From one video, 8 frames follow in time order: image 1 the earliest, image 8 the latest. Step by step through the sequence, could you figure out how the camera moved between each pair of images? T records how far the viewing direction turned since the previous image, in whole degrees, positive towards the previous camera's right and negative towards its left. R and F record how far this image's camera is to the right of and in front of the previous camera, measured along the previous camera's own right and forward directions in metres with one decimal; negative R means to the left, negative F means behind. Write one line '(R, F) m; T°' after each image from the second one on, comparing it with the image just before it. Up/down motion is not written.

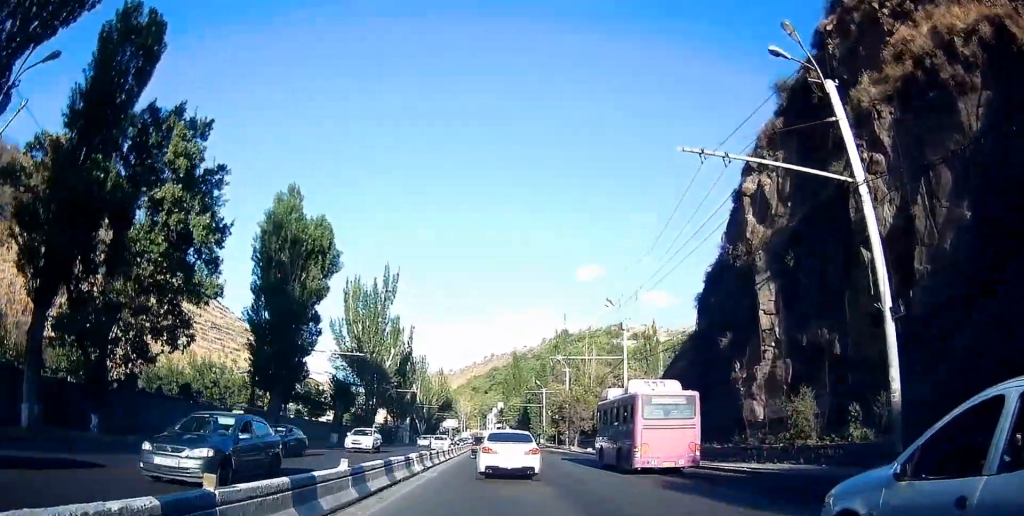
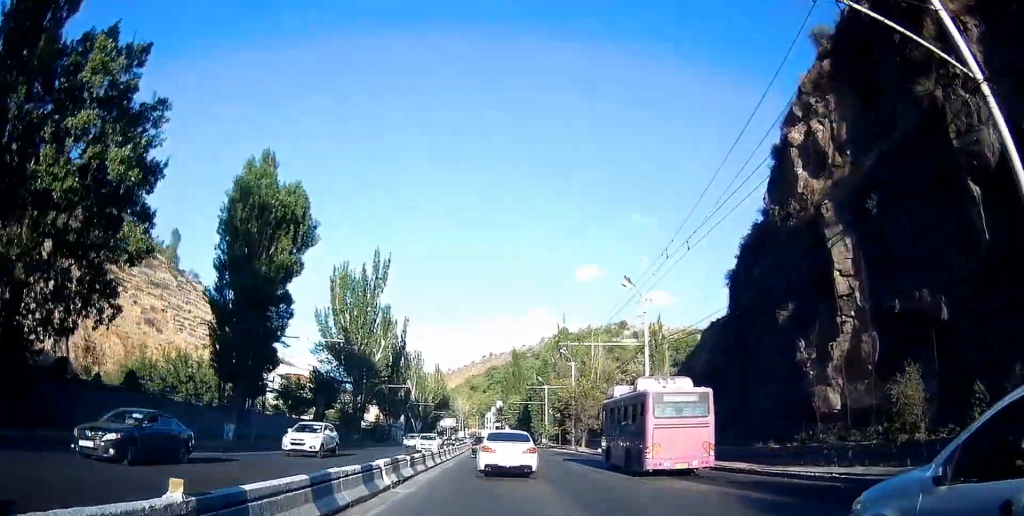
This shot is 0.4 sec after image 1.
(+0.1, +5.6) m; -1°
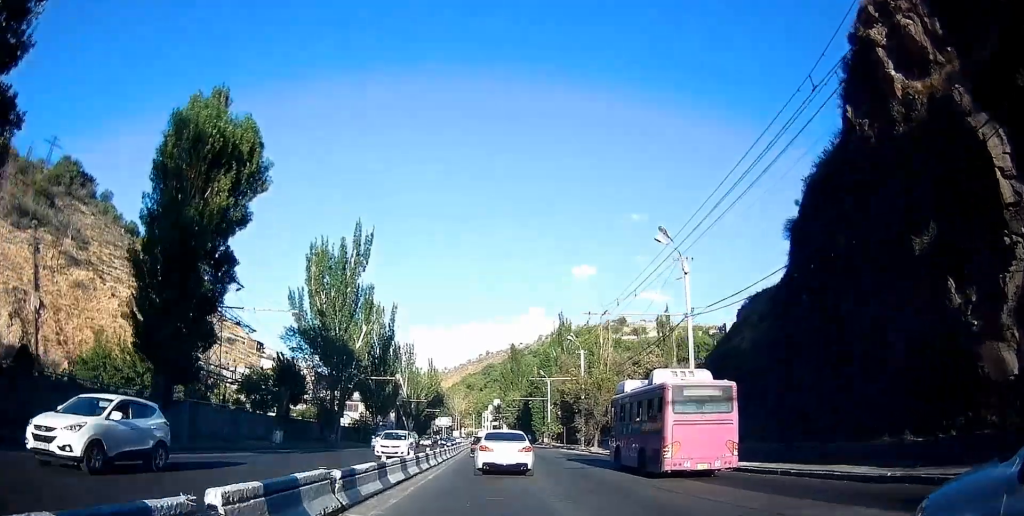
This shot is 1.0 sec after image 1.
(-0.3, +8.0) m; 0°
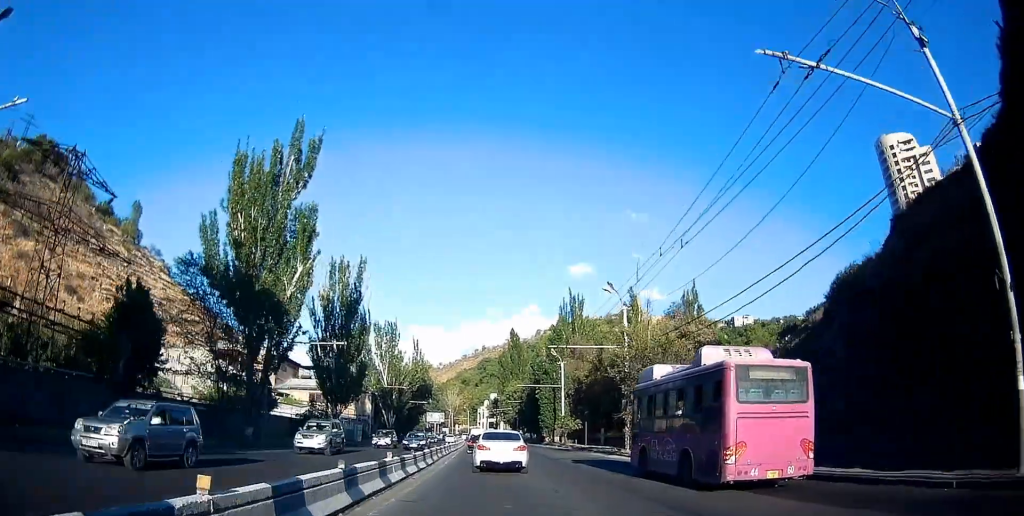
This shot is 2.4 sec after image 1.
(+0.2, +18.5) m; +1°
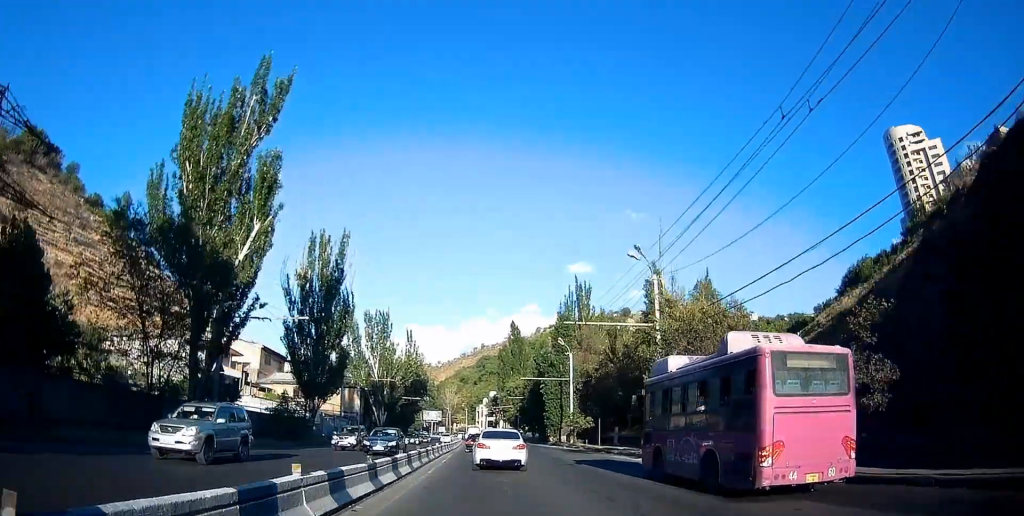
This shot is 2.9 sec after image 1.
(0.0, +7.3) m; +1°
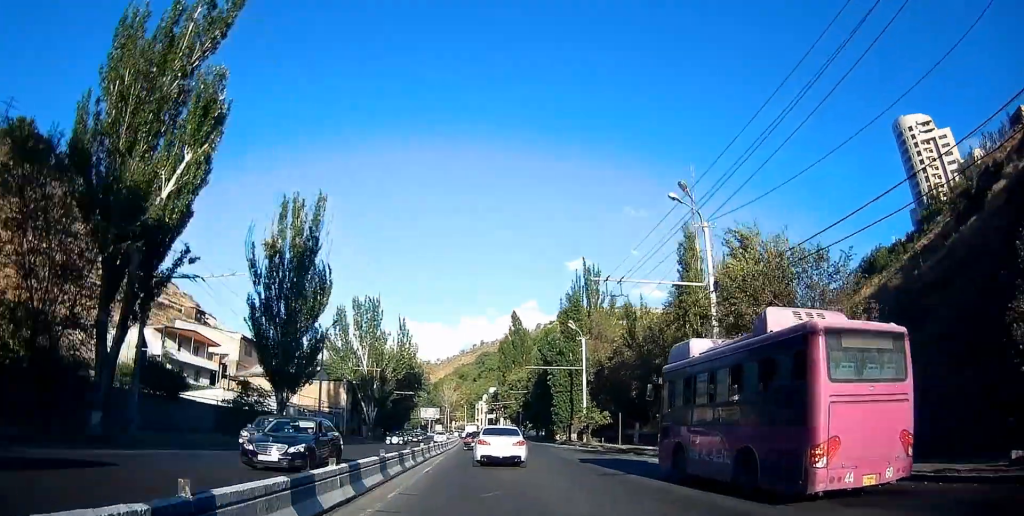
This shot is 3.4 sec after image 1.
(-0.2, +7.8) m; +1°
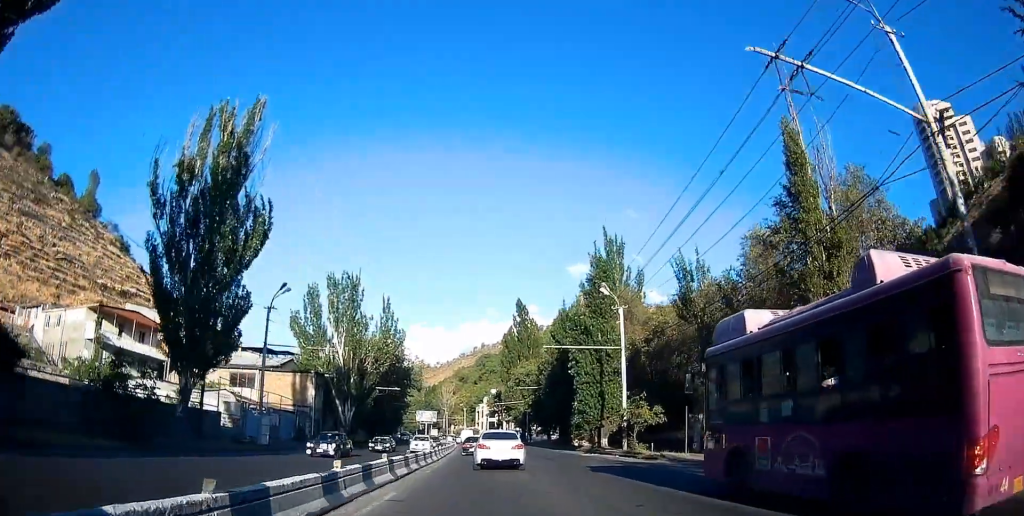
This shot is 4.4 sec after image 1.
(+0.5, +14.4) m; +2°
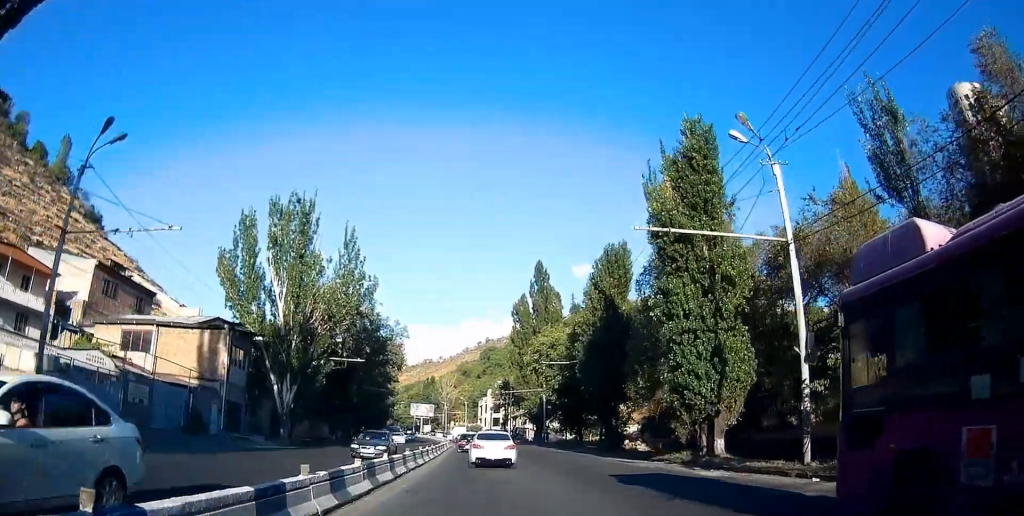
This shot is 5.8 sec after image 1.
(-0.4, +22.0) m; -2°
